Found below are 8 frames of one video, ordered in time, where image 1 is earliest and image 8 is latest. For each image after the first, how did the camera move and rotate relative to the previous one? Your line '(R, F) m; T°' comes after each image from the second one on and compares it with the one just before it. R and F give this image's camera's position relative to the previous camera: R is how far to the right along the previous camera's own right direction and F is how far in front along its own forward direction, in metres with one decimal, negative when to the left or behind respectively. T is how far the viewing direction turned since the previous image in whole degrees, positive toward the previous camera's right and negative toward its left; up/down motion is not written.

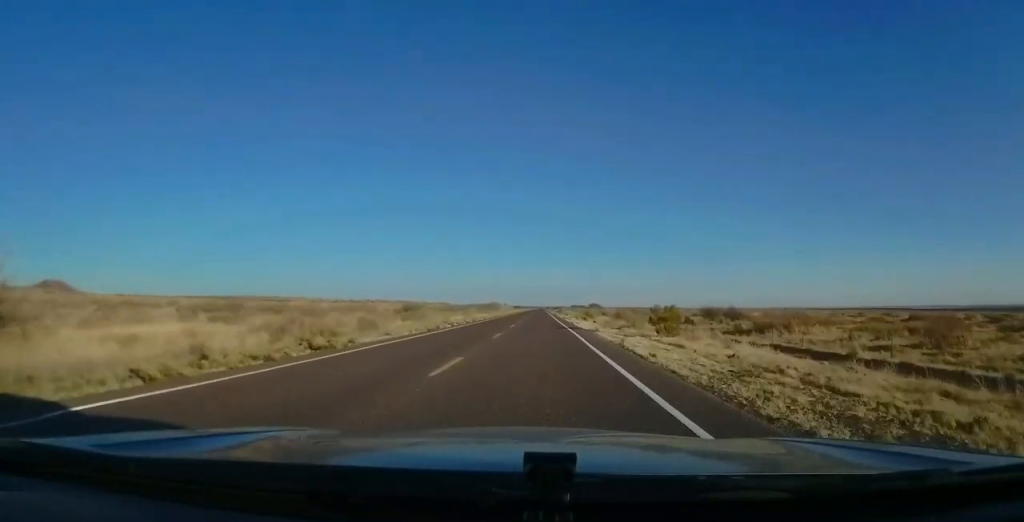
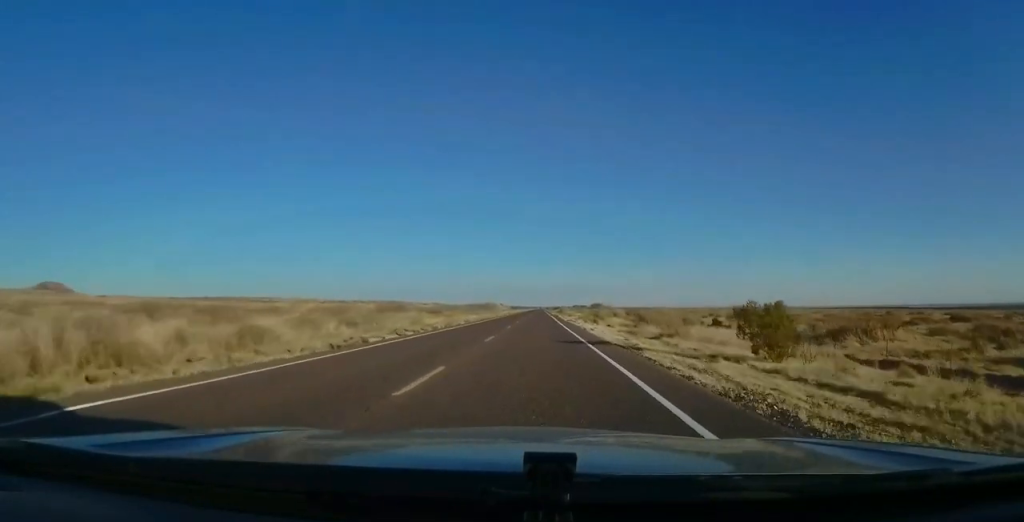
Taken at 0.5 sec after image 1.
(-0.1, +14.7) m; 0°
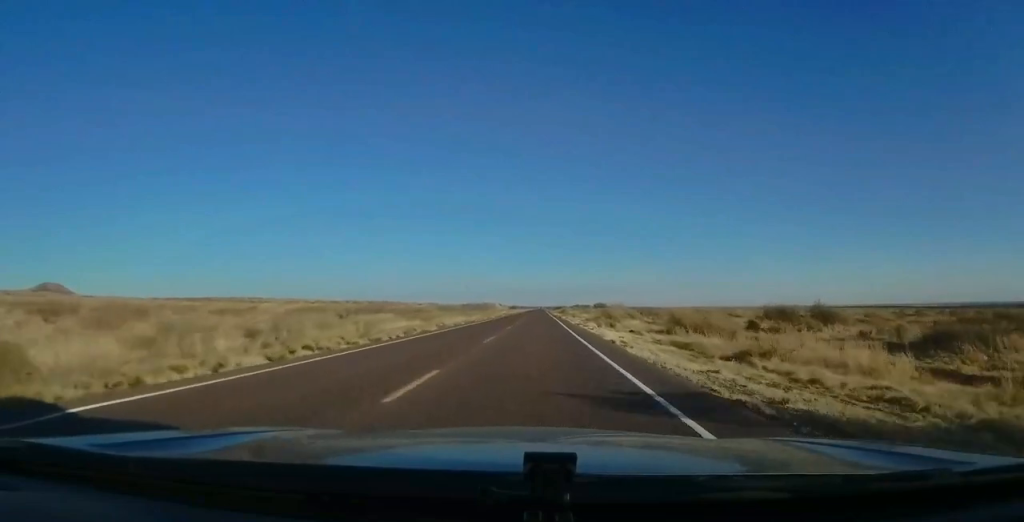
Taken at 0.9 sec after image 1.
(+0.1, +12.7) m; 0°
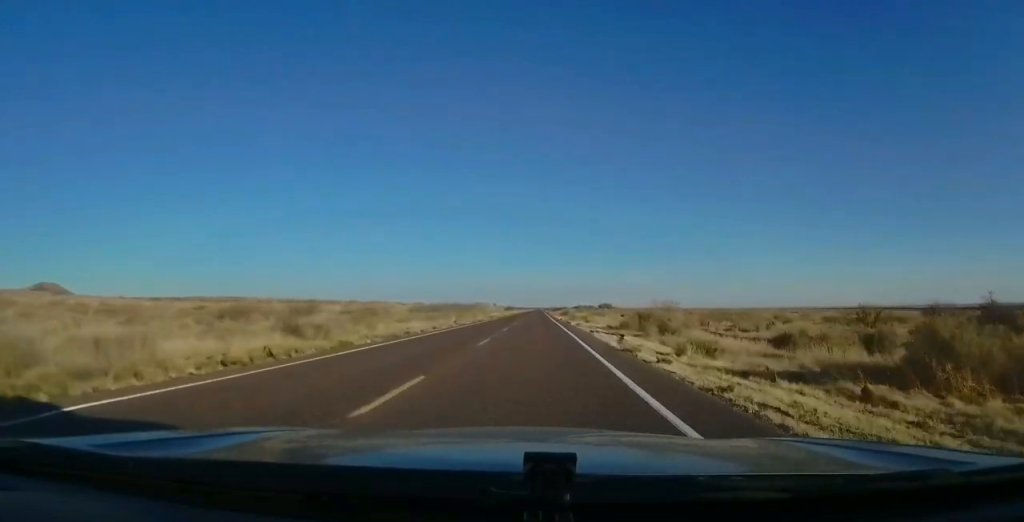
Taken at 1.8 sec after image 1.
(+0.1, +25.4) m; 0°
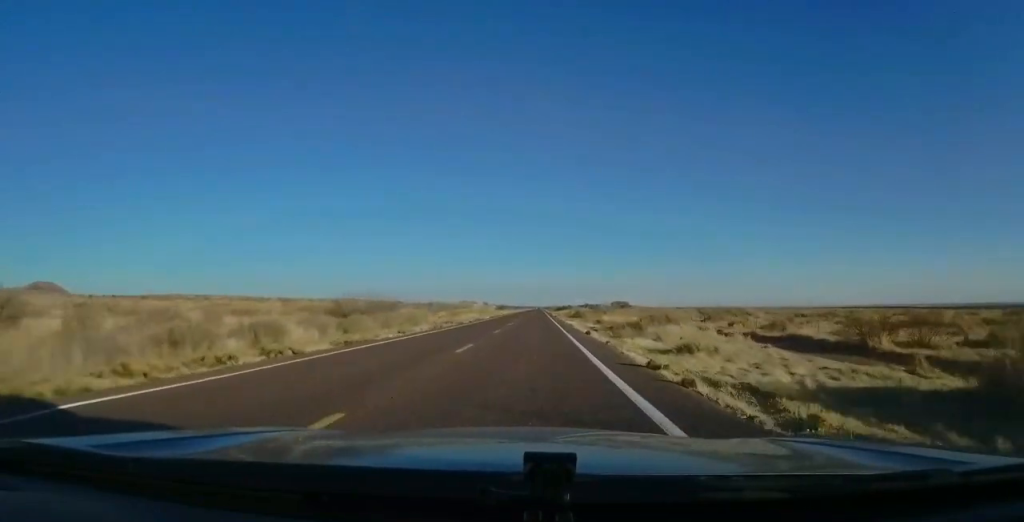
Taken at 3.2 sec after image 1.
(0.0, +40.1) m; 0°
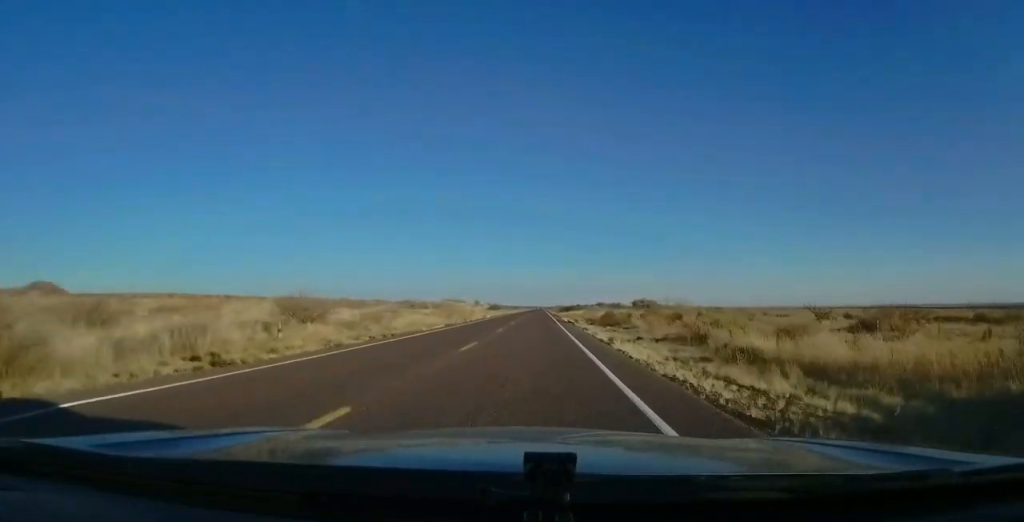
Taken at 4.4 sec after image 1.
(-0.1, +36.3) m; 0°
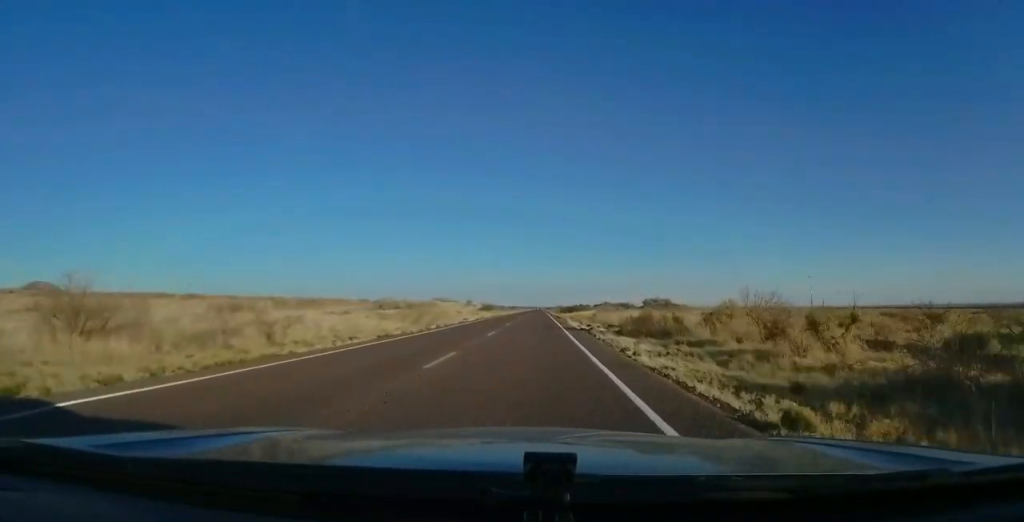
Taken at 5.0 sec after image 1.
(+0.1, +16.7) m; +1°
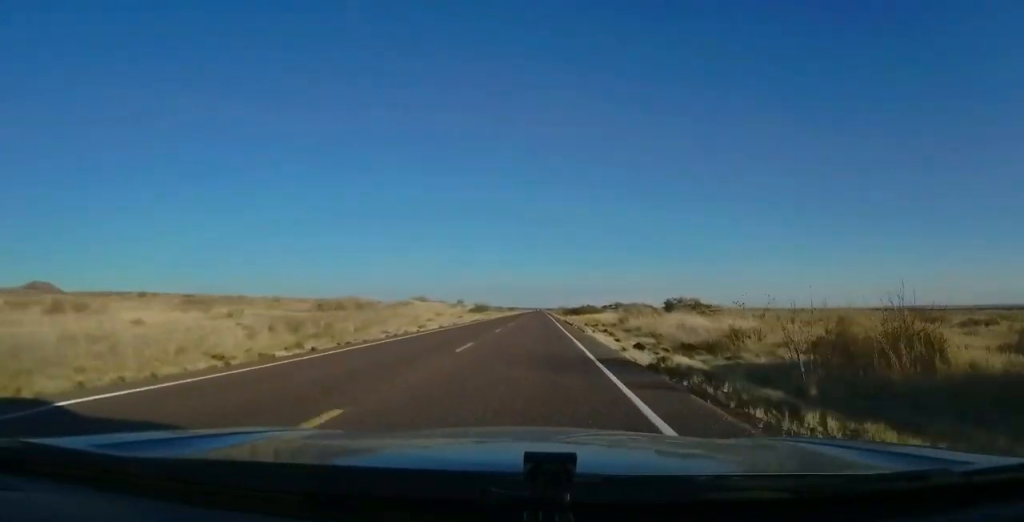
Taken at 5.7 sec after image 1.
(+0.2, +20.7) m; +1°
